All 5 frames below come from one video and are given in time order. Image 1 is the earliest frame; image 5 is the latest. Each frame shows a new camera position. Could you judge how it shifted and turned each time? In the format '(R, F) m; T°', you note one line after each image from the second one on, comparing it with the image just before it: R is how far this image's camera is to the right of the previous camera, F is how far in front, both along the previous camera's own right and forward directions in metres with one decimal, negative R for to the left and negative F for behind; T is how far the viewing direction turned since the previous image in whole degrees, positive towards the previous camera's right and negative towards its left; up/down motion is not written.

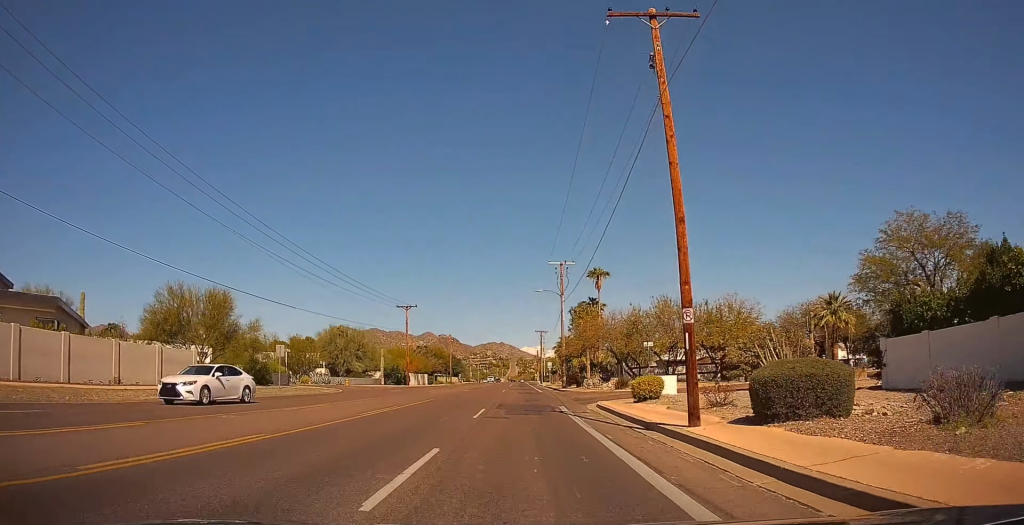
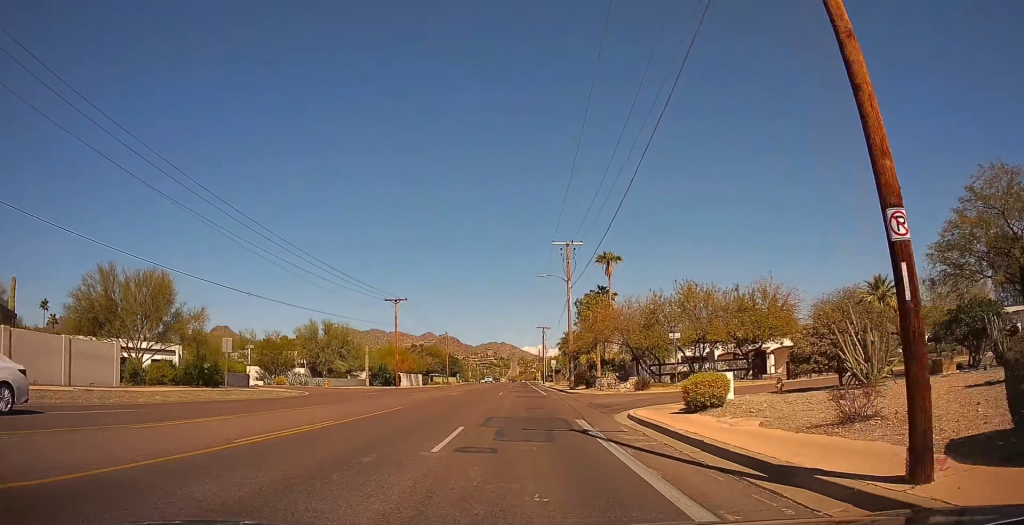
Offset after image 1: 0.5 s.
(0.0, +7.9) m; +1°
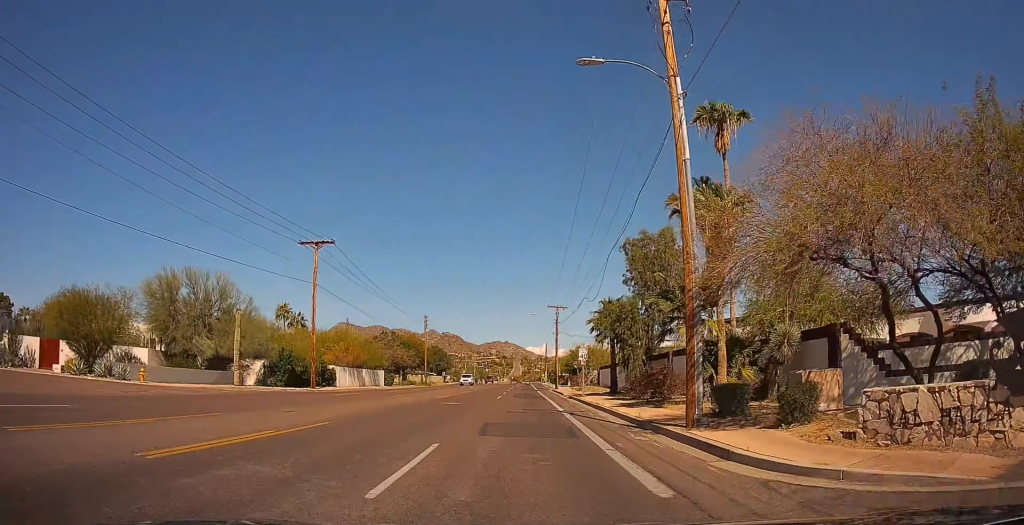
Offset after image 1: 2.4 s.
(-0.1, +32.7) m; -2°
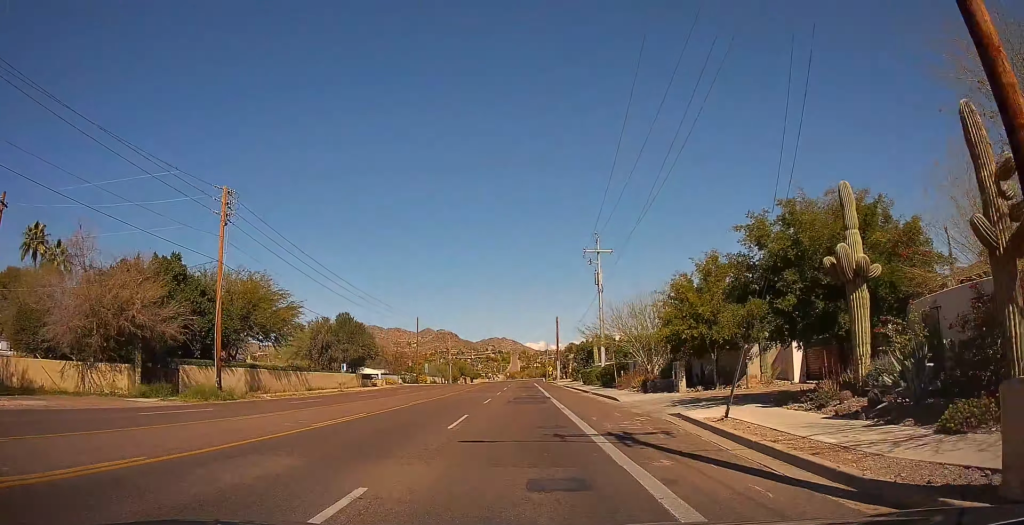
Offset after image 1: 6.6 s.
(+1.2, +69.4) m; +2°
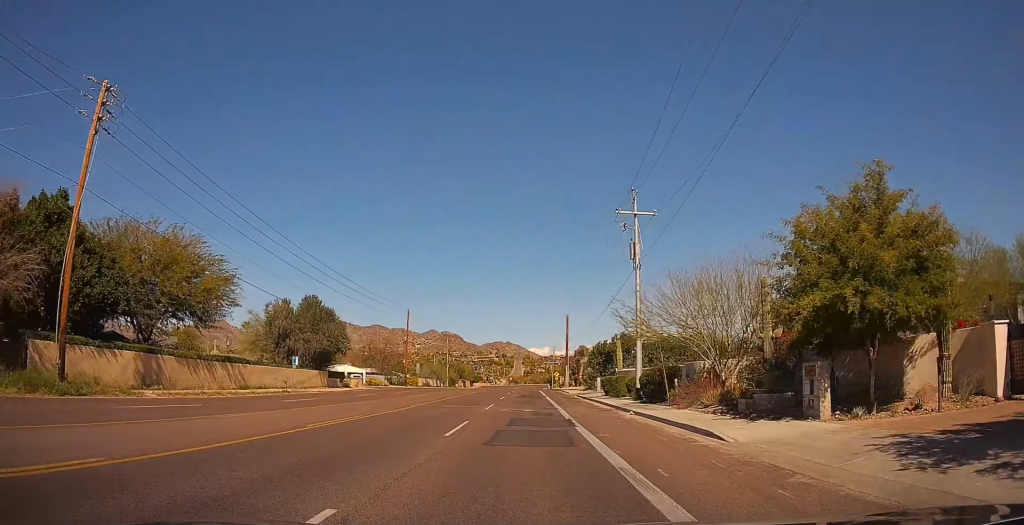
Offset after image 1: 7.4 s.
(+0.3, +13.4) m; 0°
